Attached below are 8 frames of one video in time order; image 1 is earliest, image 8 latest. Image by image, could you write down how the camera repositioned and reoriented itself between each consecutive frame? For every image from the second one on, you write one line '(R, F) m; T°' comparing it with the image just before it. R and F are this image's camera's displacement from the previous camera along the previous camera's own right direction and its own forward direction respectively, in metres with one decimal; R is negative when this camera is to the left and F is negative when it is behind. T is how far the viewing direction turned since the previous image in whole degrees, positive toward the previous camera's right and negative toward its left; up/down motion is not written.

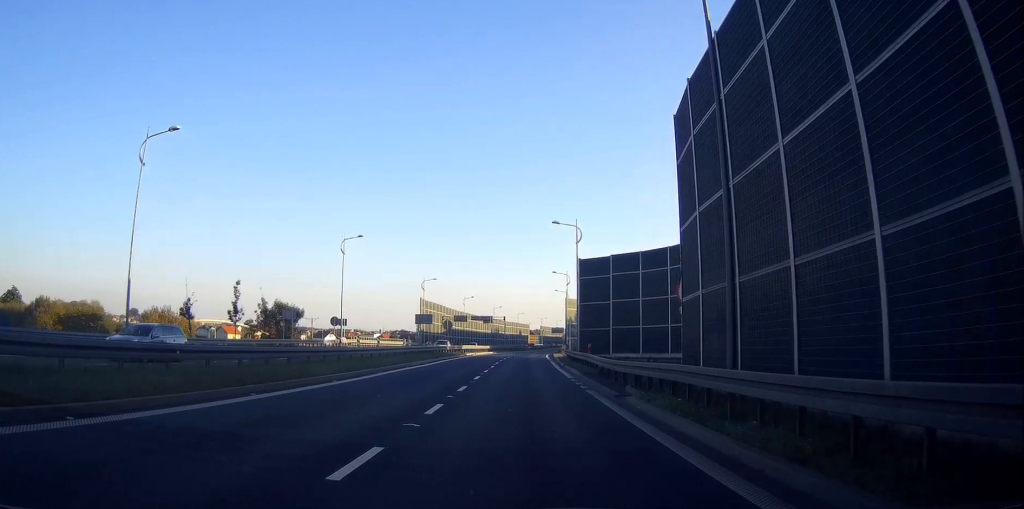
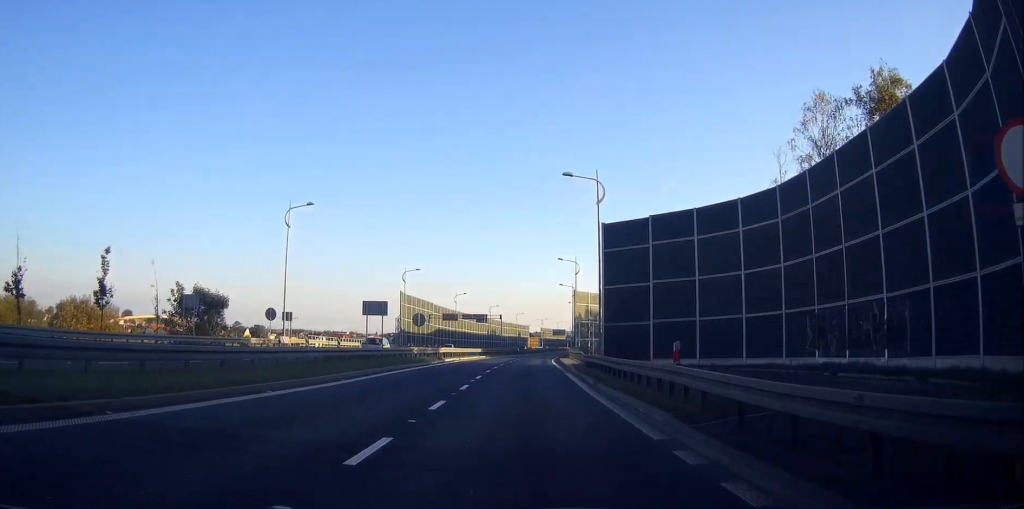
(0.0, +17.0) m; 0°
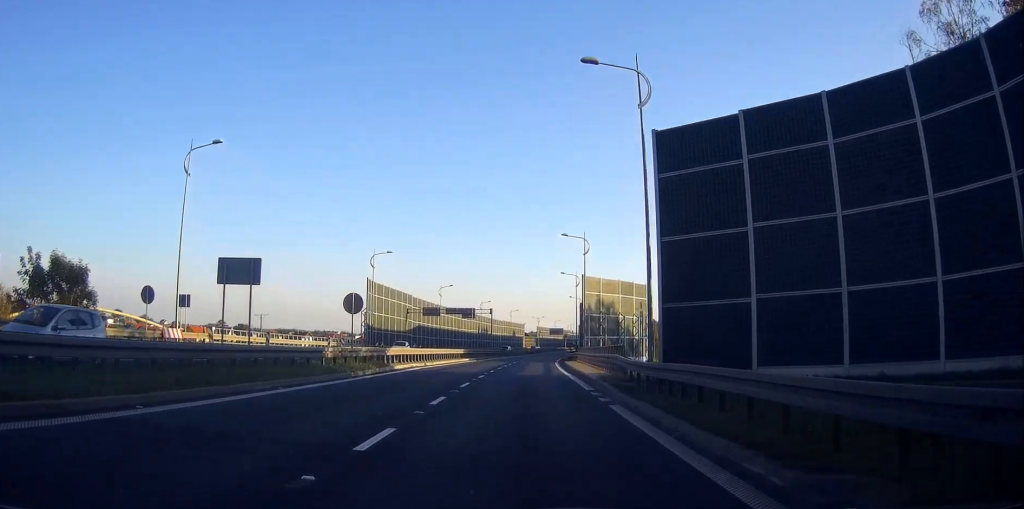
(0.0, +16.9) m; +1°
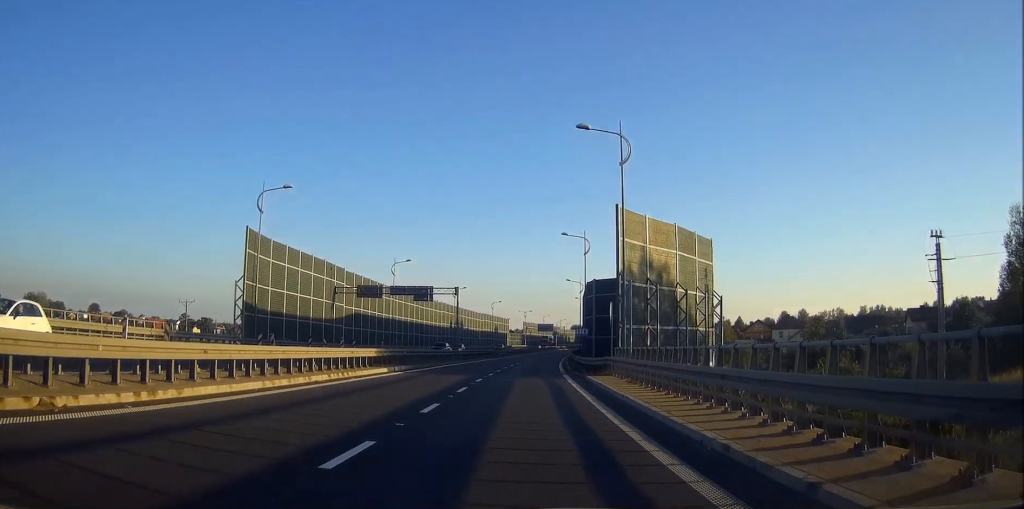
(+0.3, +31.0) m; +2°
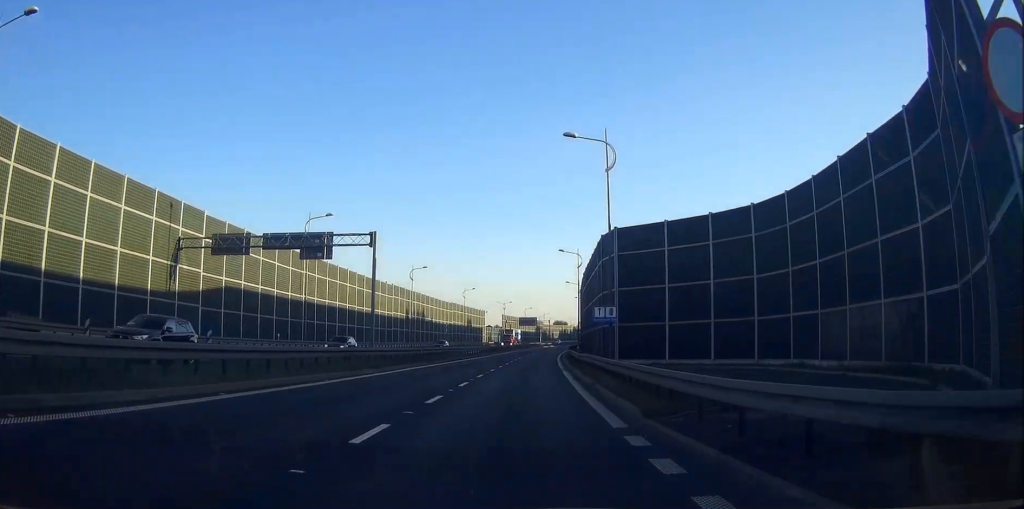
(+0.5, +28.5) m; +1°
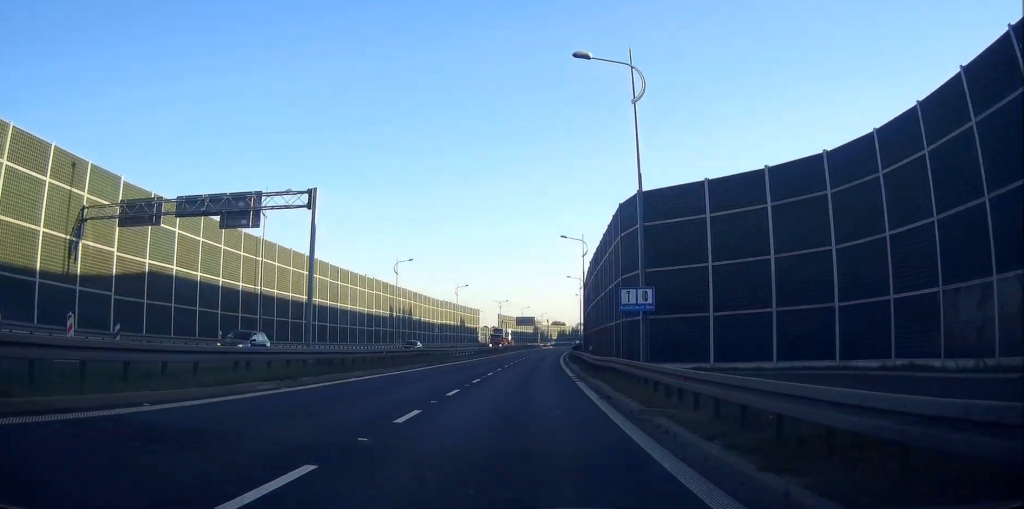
(0.0, +9.7) m; 0°
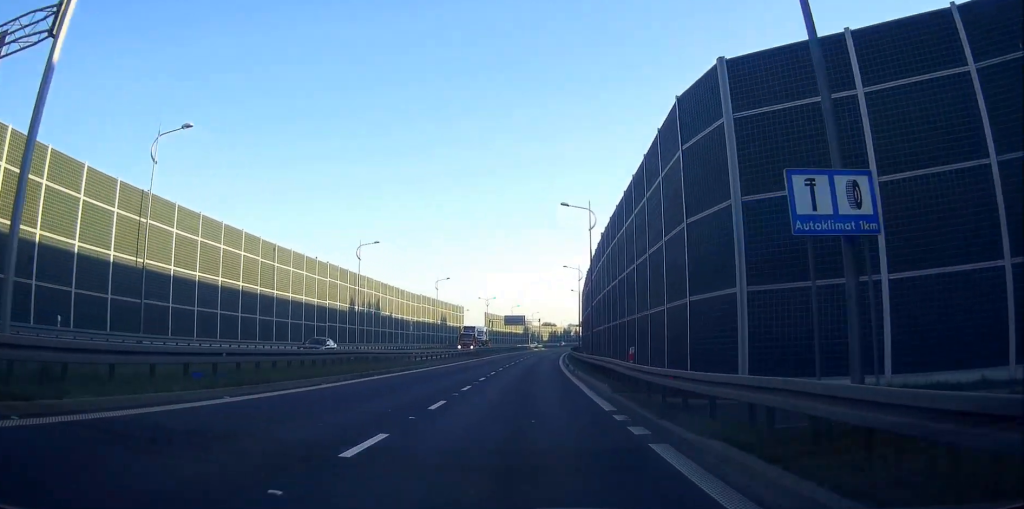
(0.0, +15.3) m; +1°
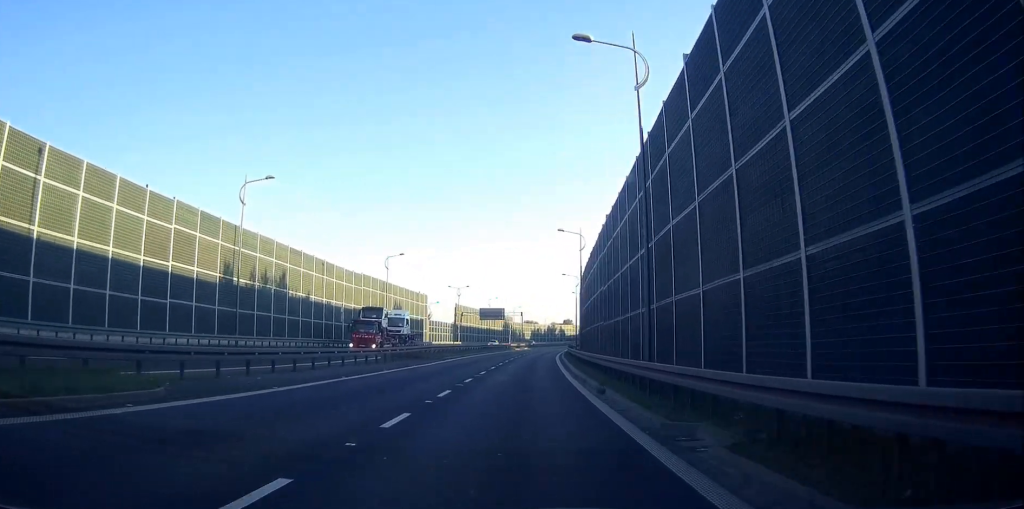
(+0.4, +27.2) m; +1°
